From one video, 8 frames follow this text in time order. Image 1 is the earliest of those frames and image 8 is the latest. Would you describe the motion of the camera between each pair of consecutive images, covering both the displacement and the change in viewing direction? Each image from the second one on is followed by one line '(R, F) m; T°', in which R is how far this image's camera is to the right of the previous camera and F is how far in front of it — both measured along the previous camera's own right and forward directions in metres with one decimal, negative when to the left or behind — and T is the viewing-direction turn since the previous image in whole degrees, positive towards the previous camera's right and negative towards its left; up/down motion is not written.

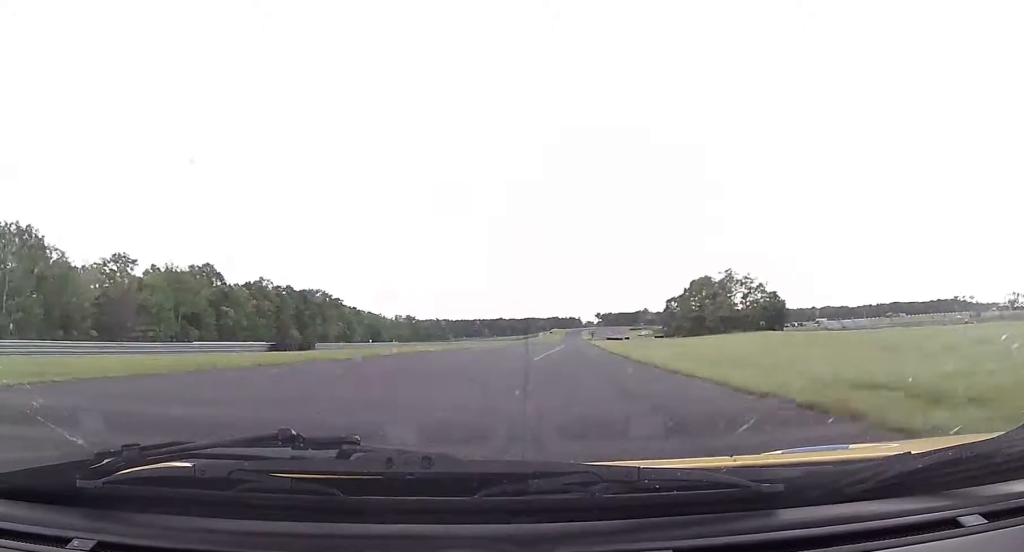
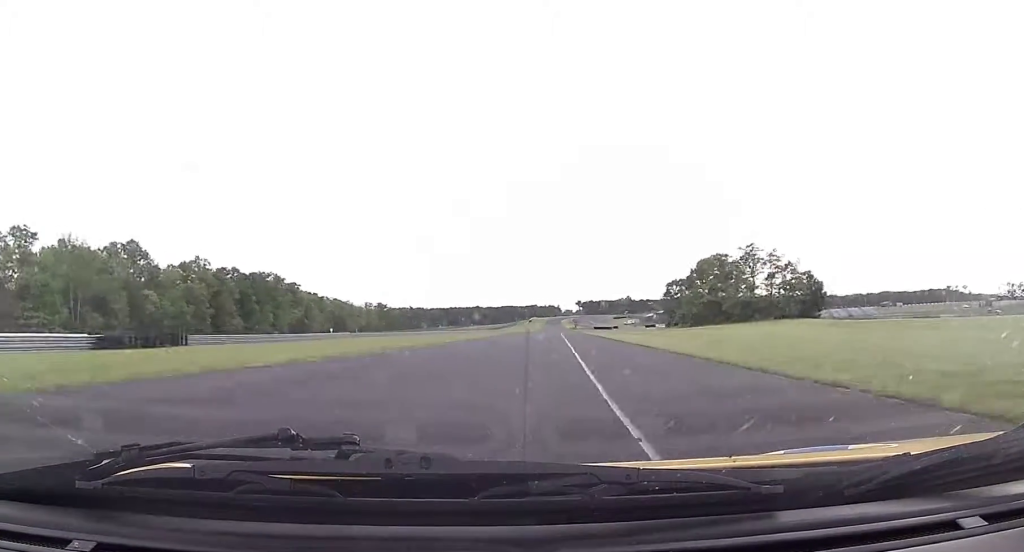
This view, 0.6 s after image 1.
(+0.2, +28.8) m; +2°
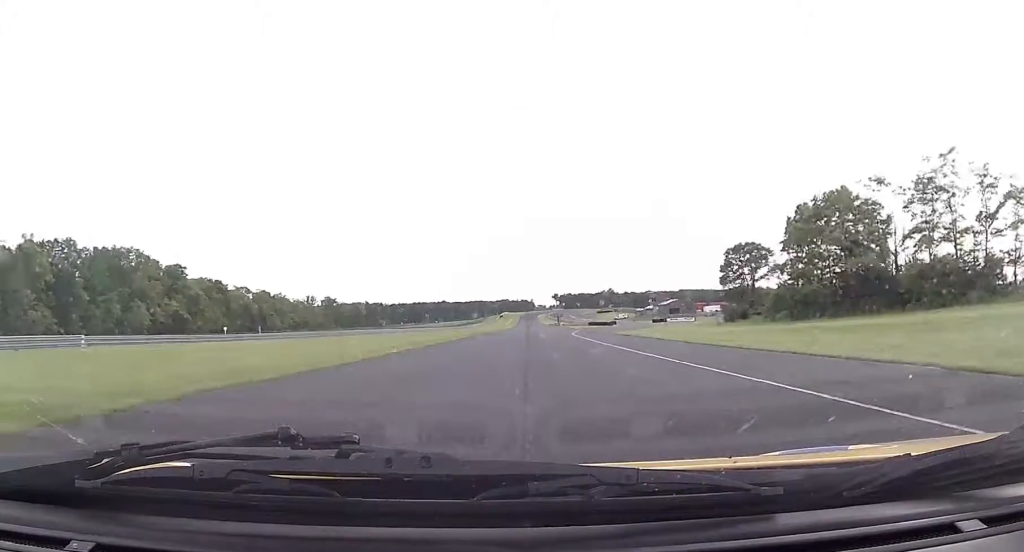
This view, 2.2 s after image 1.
(+2.8, +70.9) m; +3°
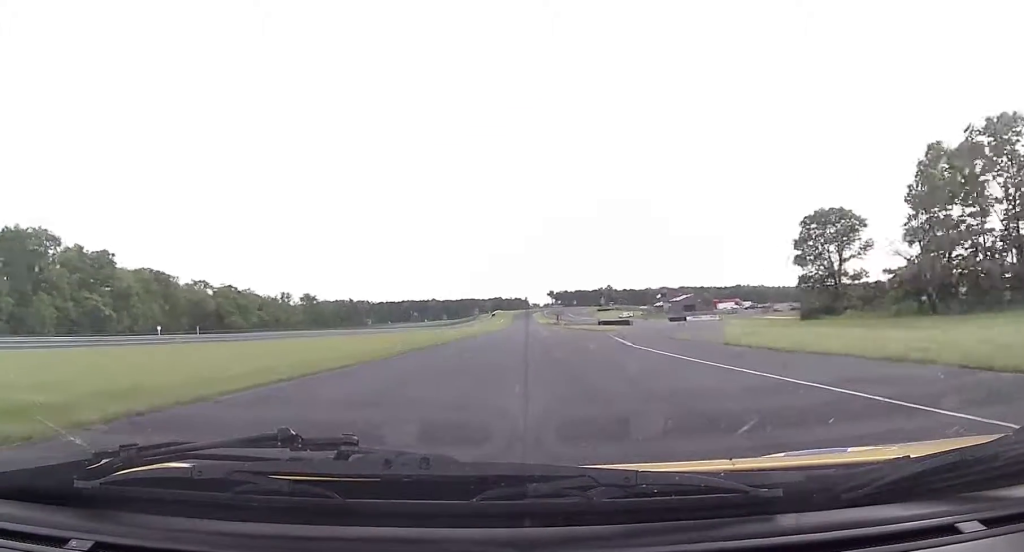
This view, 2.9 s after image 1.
(+0.3, +32.7) m; +1°
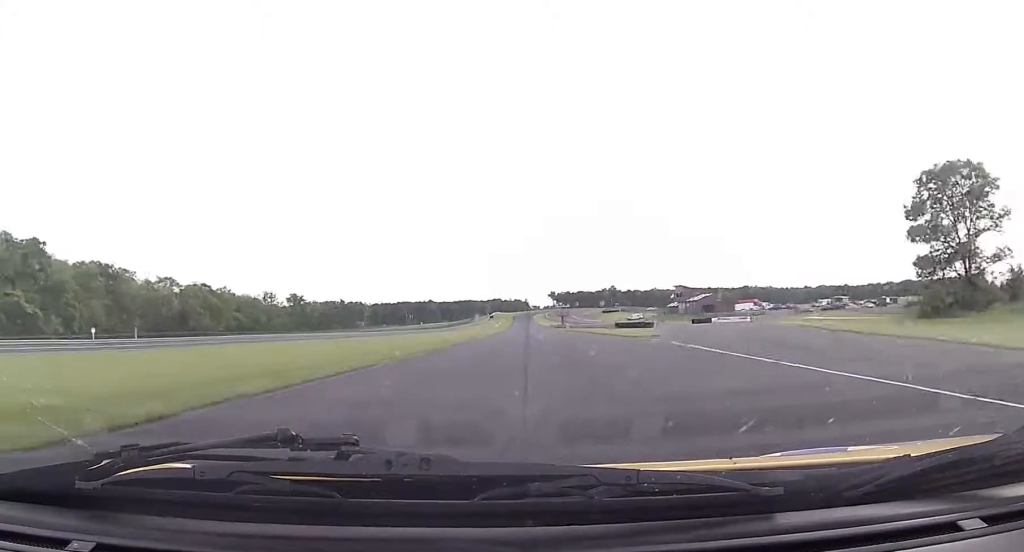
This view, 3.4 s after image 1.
(0.0, +25.2) m; 0°
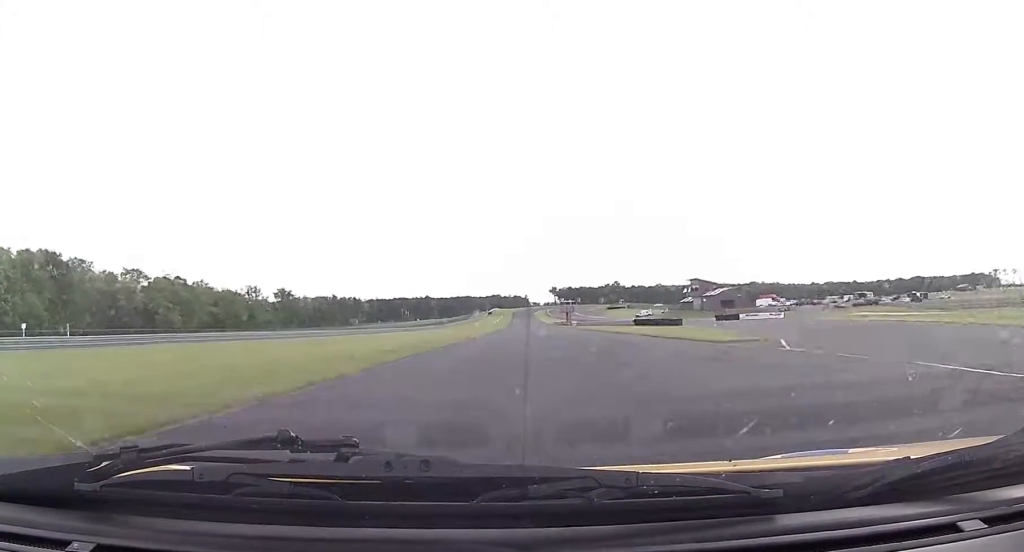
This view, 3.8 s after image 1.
(0.0, +20.5) m; 0°
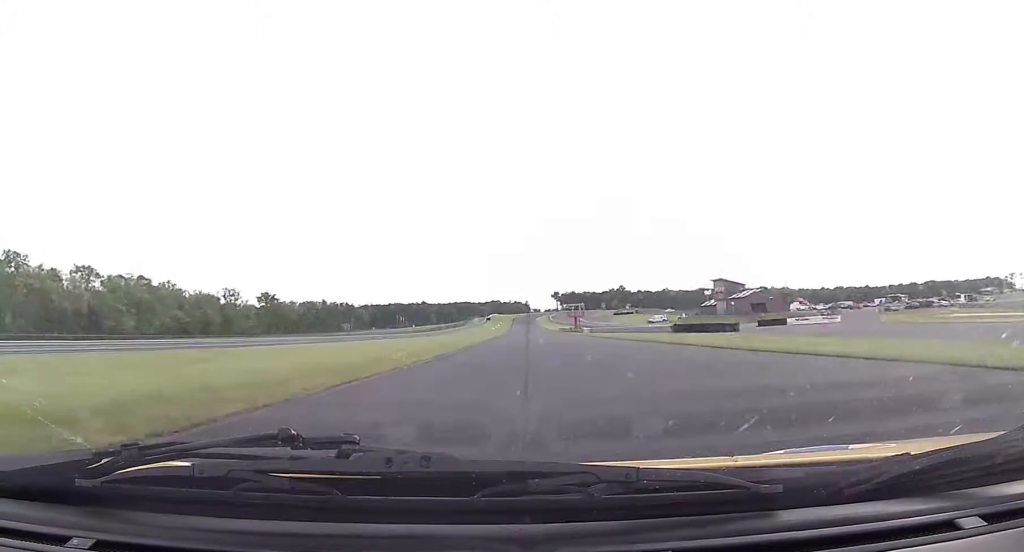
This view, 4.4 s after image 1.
(0.0, +25.7) m; 0°
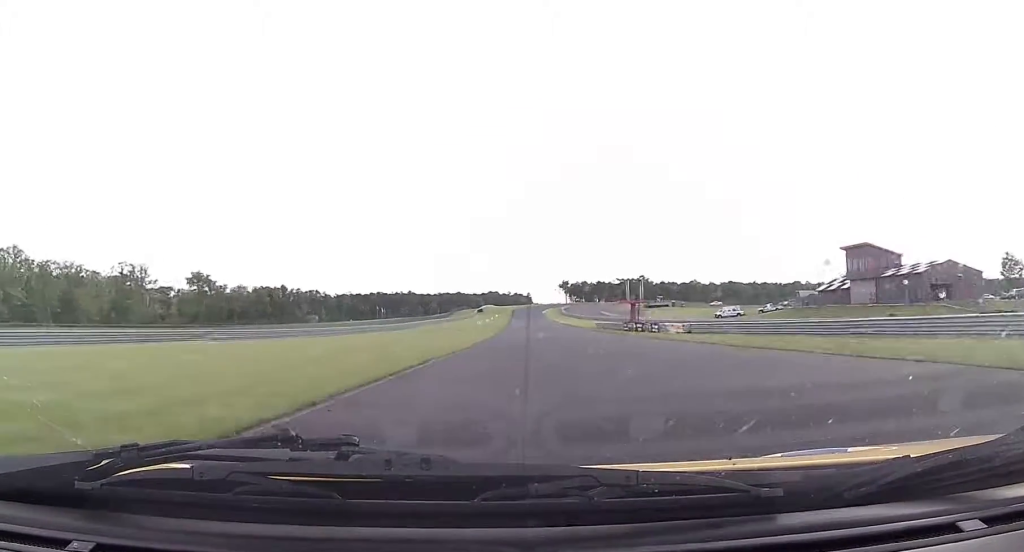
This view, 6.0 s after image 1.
(0.0, +80.1) m; 0°
